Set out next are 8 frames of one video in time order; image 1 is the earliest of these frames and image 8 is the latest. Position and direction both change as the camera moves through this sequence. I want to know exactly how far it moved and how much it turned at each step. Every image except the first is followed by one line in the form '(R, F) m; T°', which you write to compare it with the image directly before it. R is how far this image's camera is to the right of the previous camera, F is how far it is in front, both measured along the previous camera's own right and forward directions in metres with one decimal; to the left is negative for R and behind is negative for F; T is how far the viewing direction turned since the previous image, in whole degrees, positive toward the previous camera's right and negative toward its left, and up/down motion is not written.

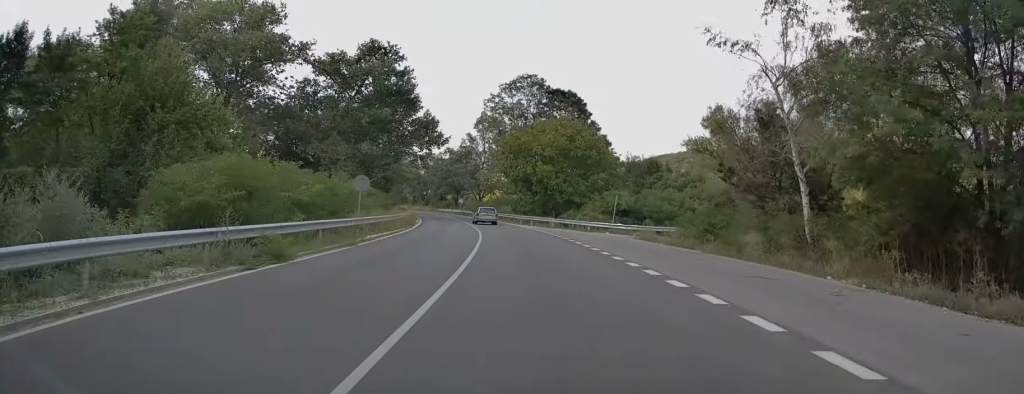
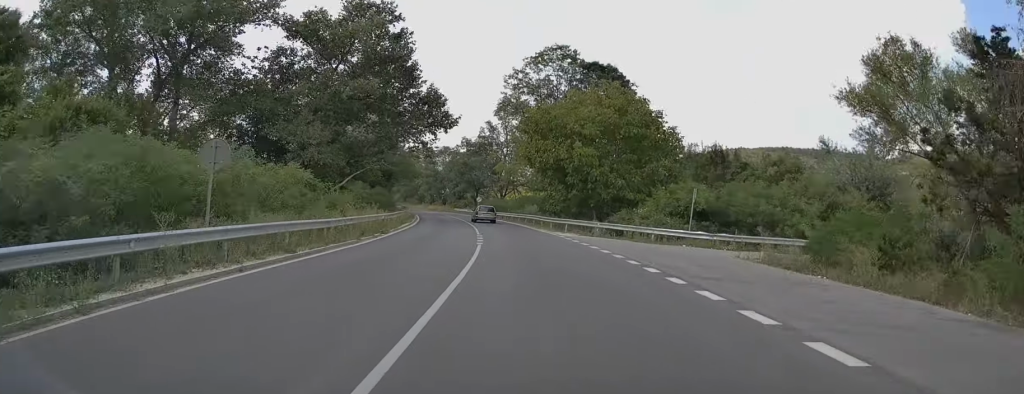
(-0.4, +15.6) m; -2°
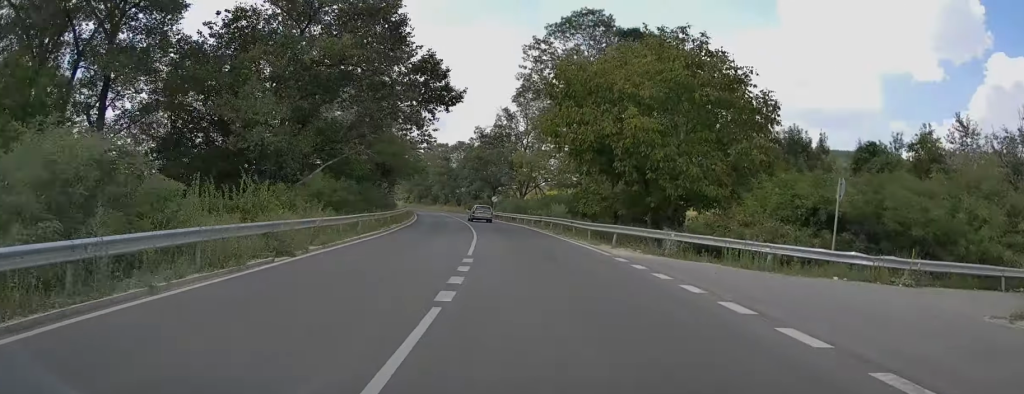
(-0.2, +13.3) m; -2°
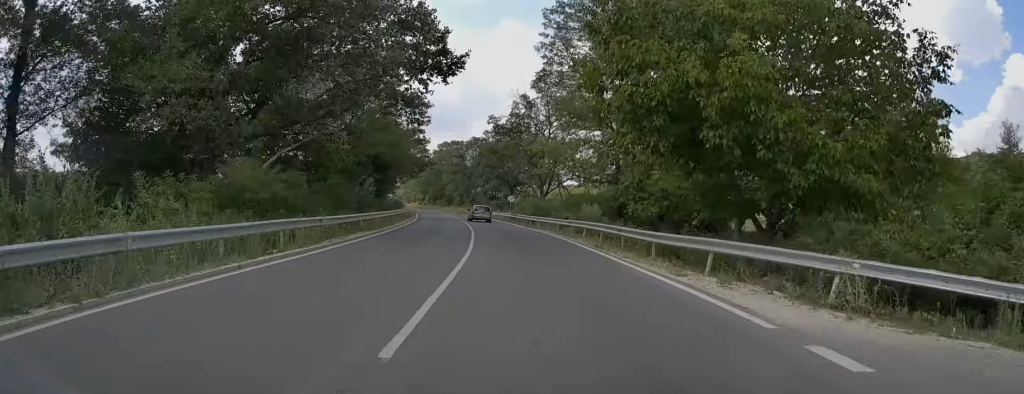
(-0.3, +10.9) m; -1°
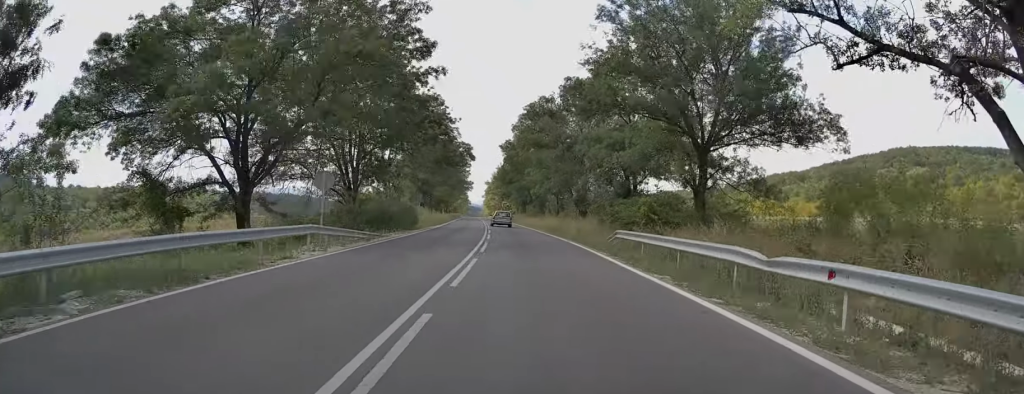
(-3.4, +61.6) m; -8°
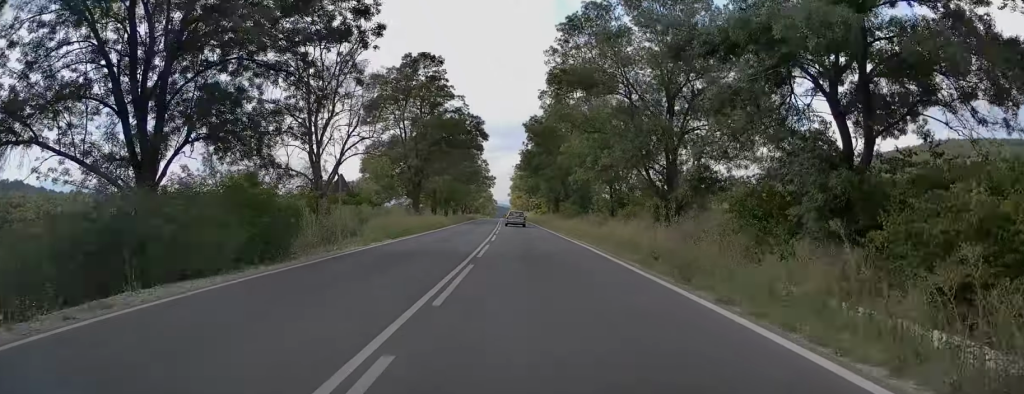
(-1.2, +28.0) m; -3°
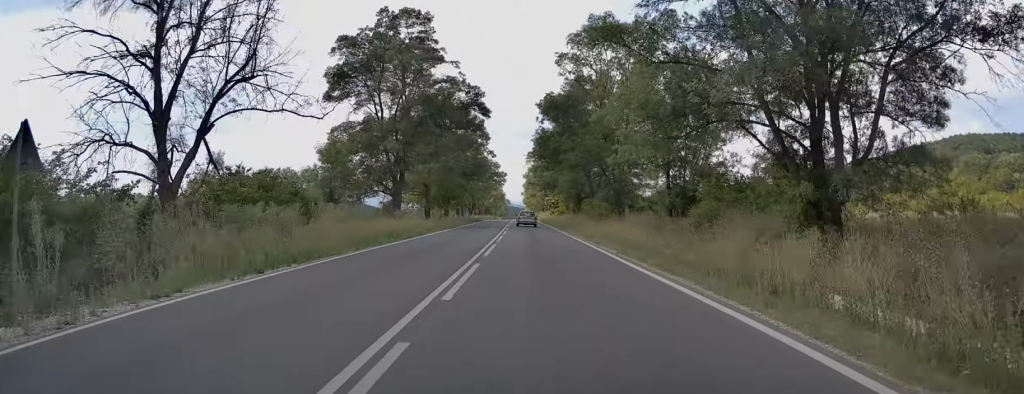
(-0.3, +16.8) m; -1°
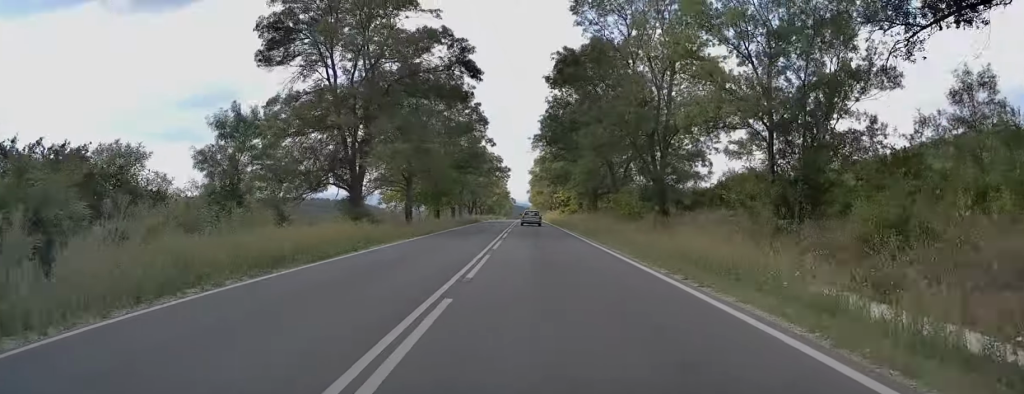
(0.0, +14.5) m; -1°
